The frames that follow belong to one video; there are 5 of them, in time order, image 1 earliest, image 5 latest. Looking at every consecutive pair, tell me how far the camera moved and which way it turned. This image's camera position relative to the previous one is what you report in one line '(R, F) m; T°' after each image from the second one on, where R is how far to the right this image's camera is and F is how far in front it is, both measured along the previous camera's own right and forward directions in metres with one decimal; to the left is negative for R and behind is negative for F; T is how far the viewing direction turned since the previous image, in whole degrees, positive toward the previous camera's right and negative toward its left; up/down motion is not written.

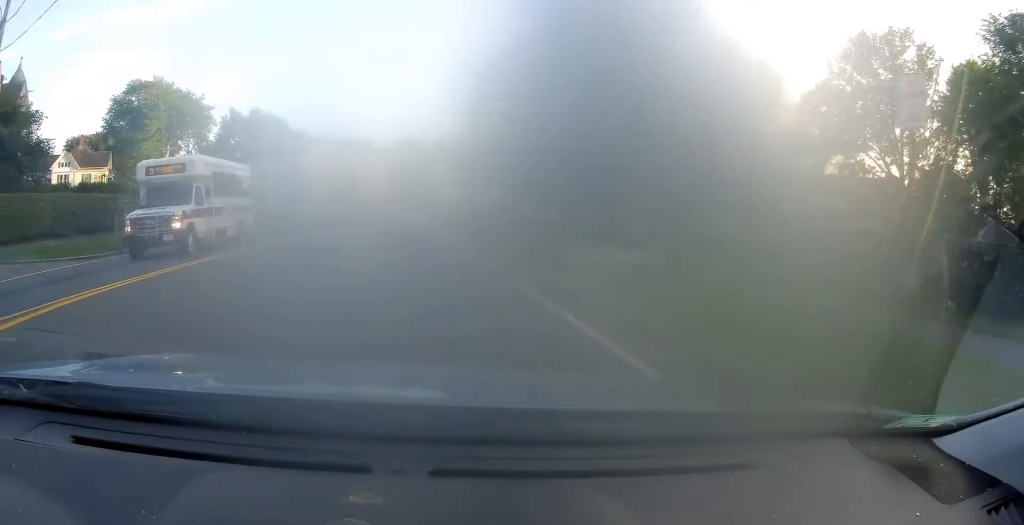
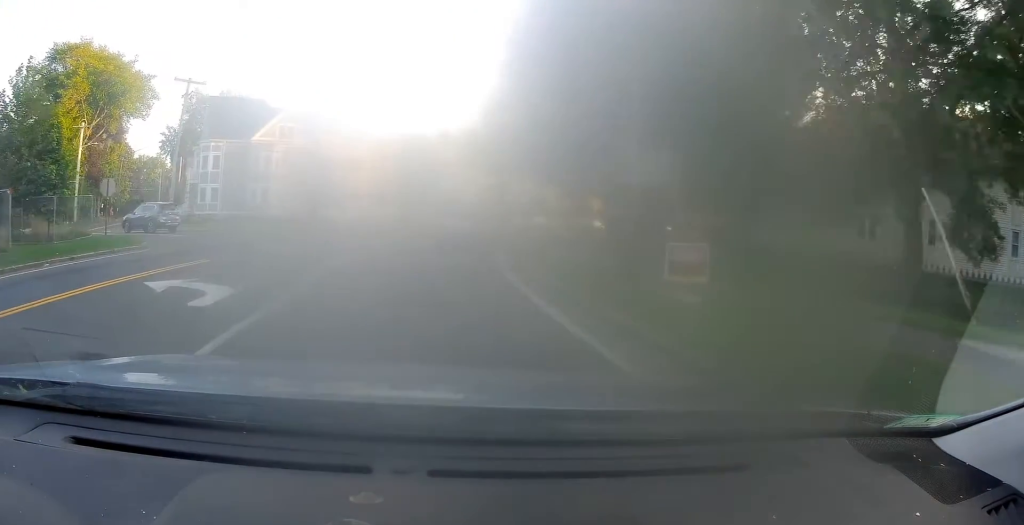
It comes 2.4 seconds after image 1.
(+0.9, +25.2) m; +8°
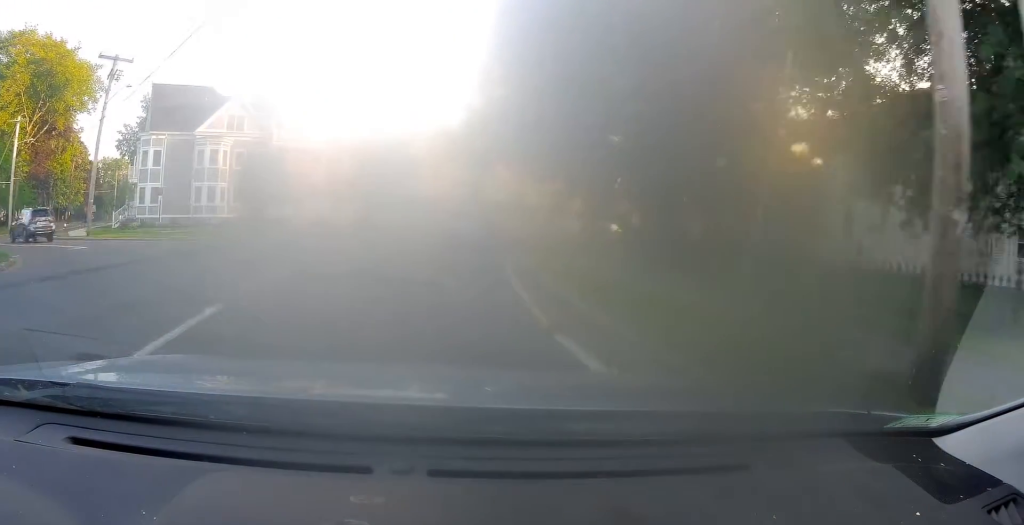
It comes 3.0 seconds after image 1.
(+0.7, +7.5) m; +2°
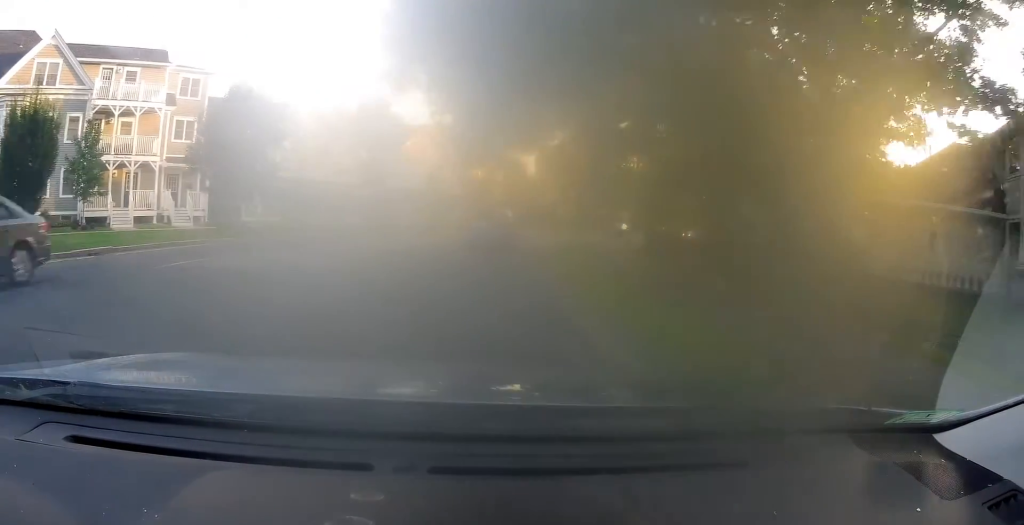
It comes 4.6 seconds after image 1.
(+0.6, +18.2) m; +9°
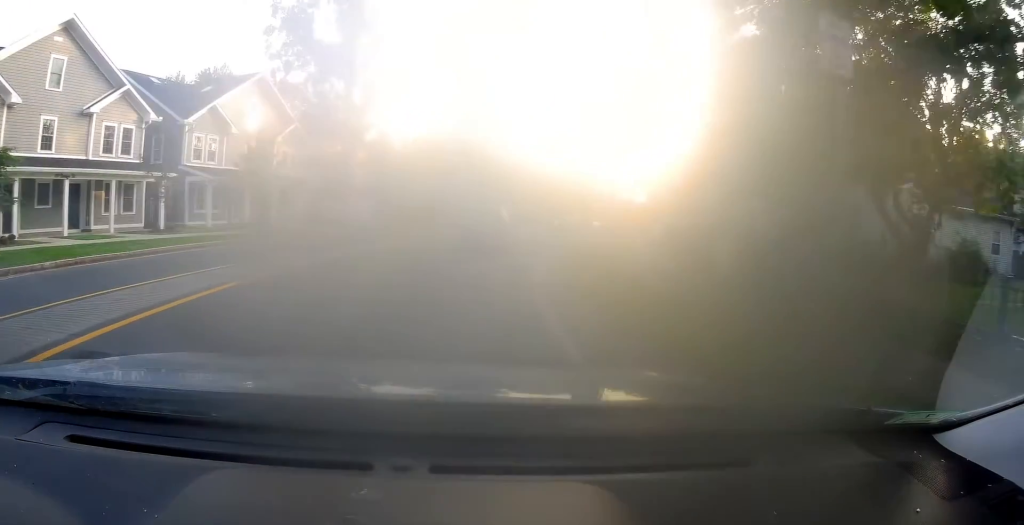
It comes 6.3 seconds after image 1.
(+2.7, +19.8) m; +15°
